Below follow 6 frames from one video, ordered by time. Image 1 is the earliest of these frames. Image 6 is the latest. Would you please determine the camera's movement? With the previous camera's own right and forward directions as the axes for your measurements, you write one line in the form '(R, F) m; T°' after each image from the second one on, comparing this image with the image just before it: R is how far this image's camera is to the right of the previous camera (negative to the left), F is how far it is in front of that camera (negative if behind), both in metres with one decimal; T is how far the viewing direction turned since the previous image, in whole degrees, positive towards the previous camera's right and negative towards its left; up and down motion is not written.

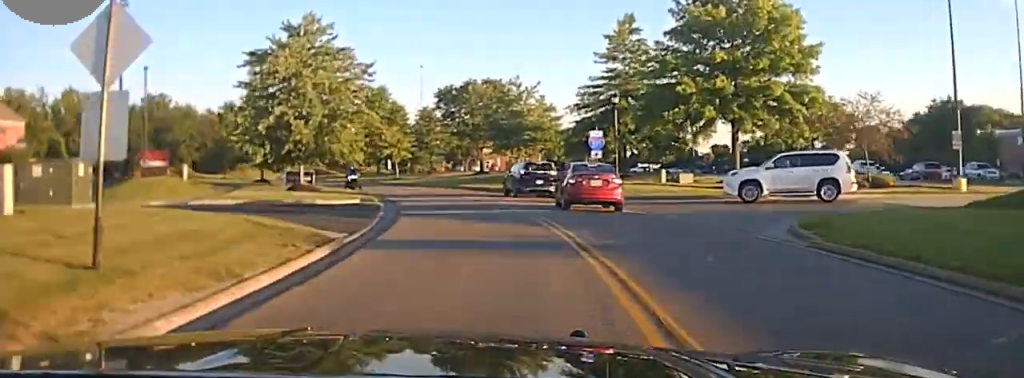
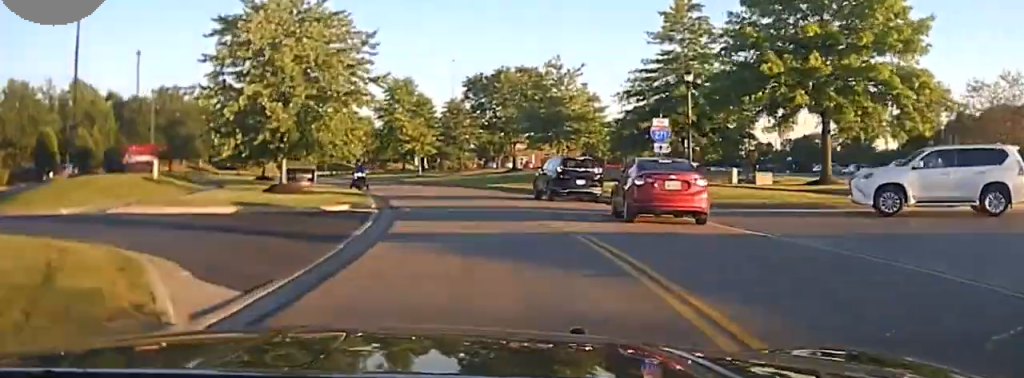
(-0.1, +9.8) m; -2°
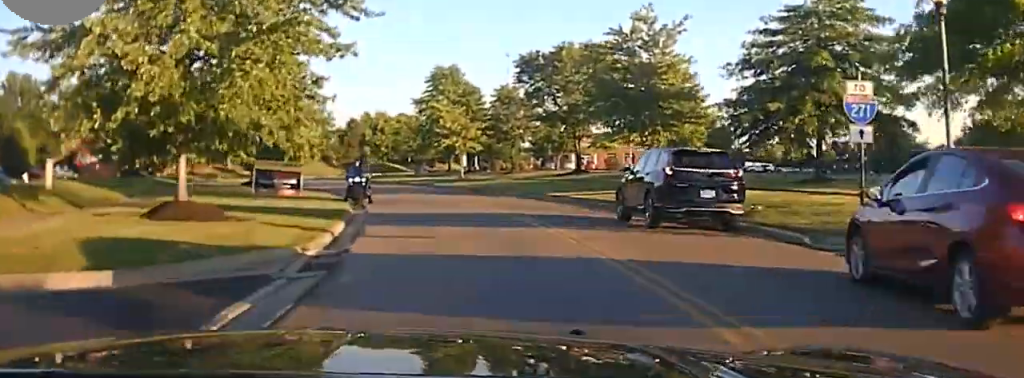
(-0.3, +17.1) m; -2°
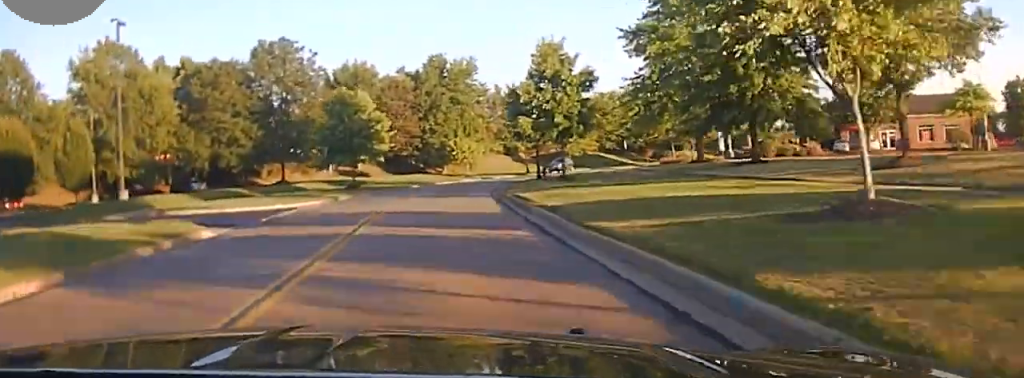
(-5.6, +52.2) m; -14°
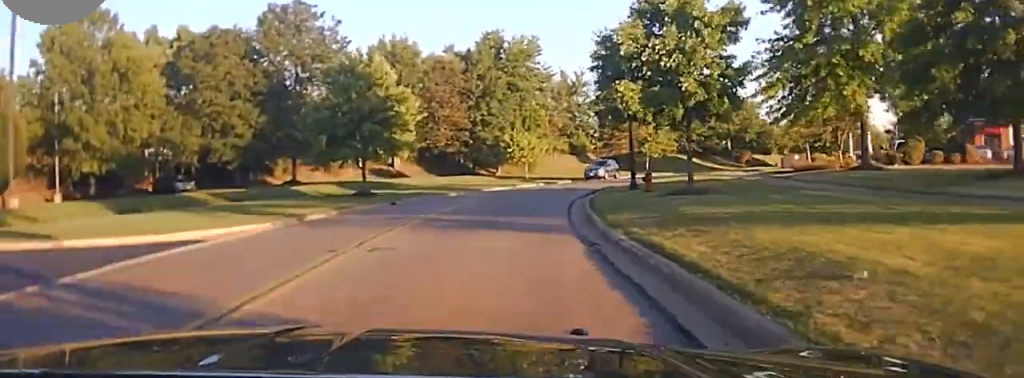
(-1.1, +18.2) m; -3°
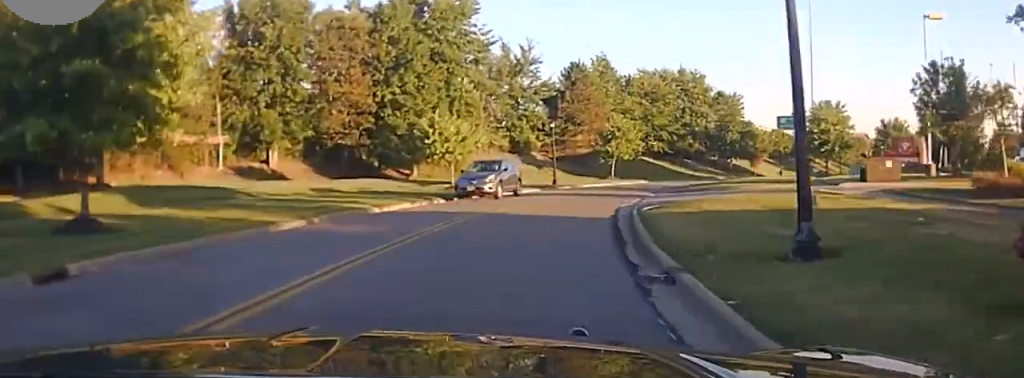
(-0.6, +25.0) m; +3°
